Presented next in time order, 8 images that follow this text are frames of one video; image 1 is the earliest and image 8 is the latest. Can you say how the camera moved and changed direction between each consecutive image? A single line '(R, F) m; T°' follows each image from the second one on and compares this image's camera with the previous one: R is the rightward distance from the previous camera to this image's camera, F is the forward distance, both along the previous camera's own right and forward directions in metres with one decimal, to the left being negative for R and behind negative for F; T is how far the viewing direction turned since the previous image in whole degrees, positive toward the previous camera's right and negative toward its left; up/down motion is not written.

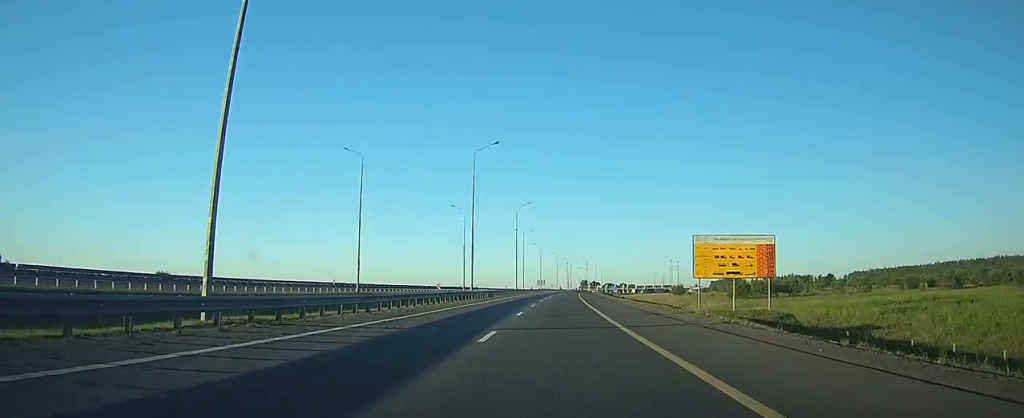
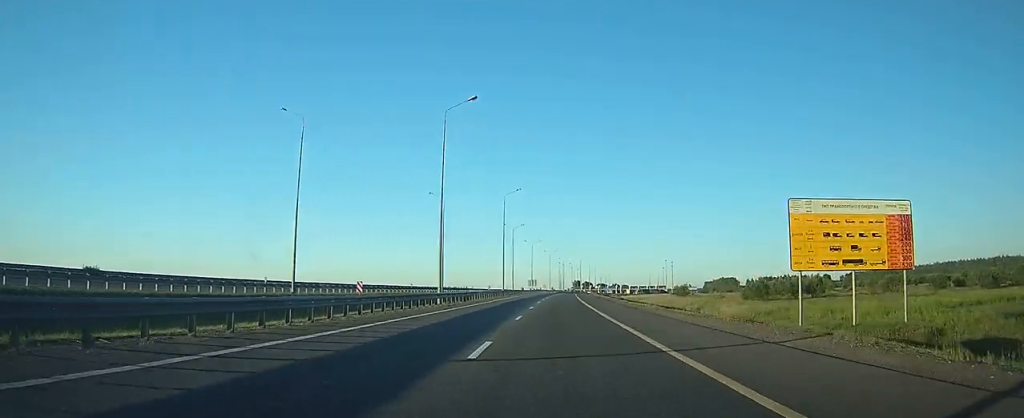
(0.0, +14.7) m; +1°
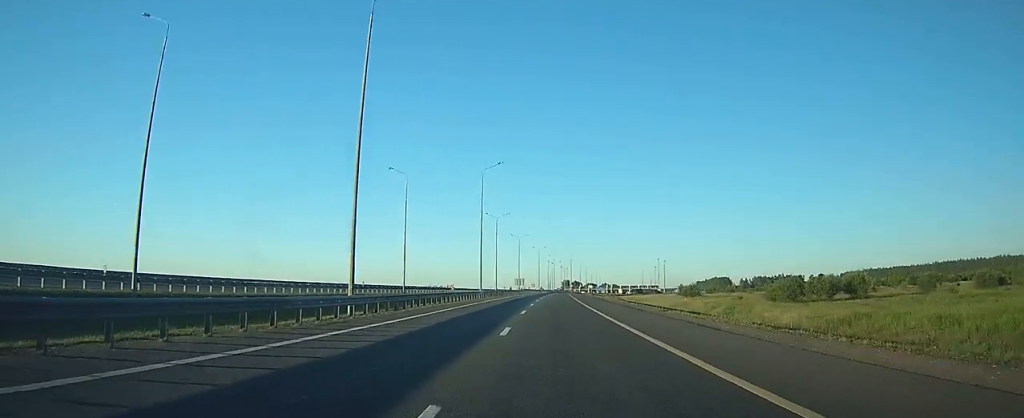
(+0.2, +19.0) m; +1°
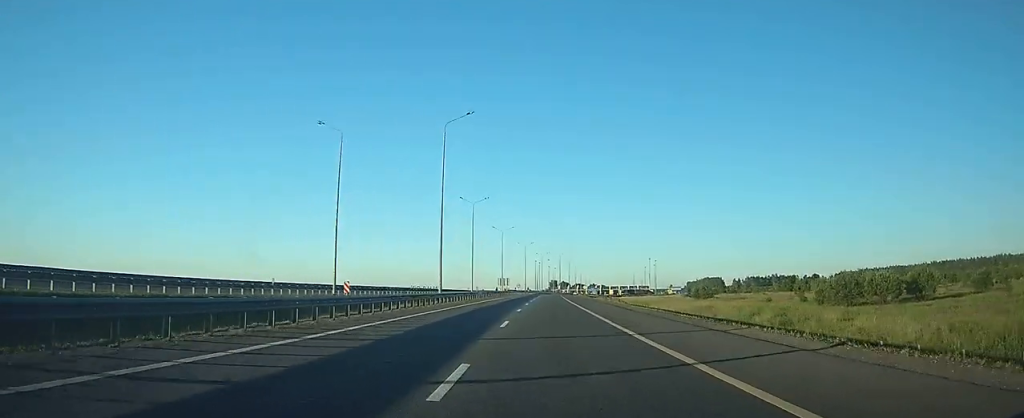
(+0.2, +20.7) m; +1°
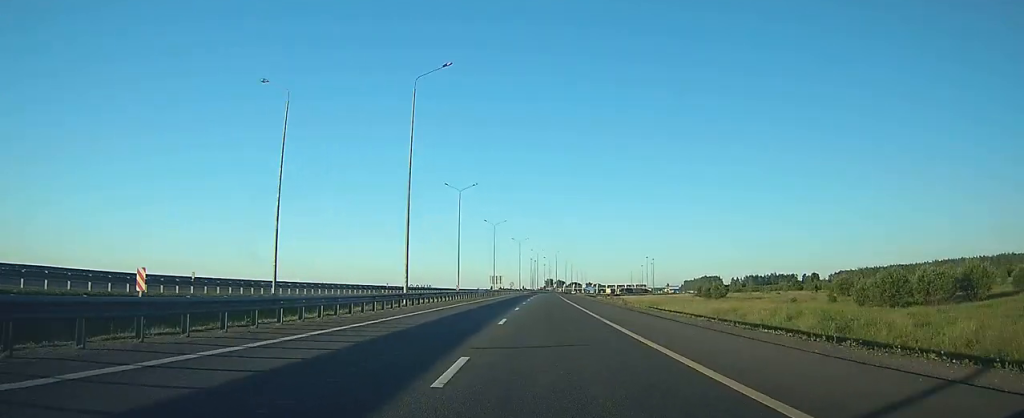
(0.0, +11.2) m; +1°
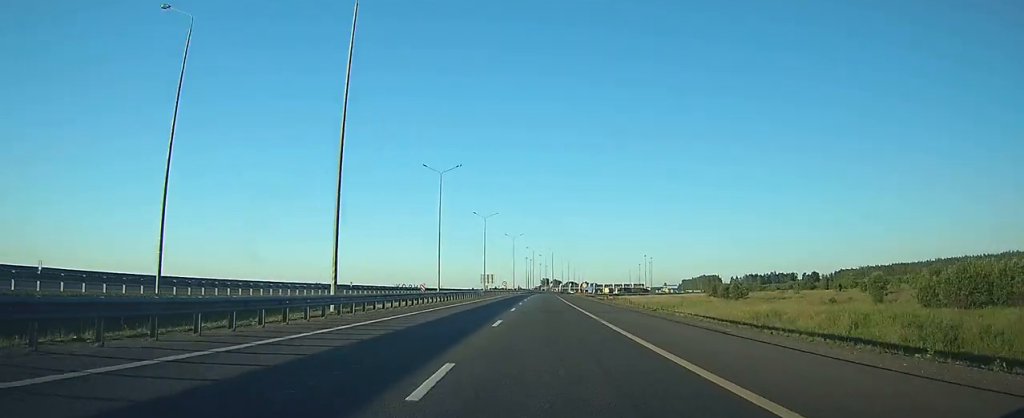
(+0.1, +12.9) m; +1°
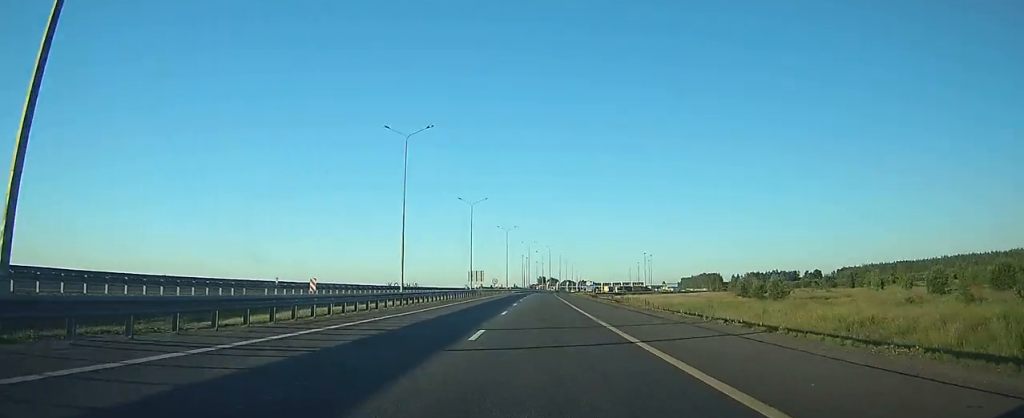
(+0.1, +17.1) m; +1°
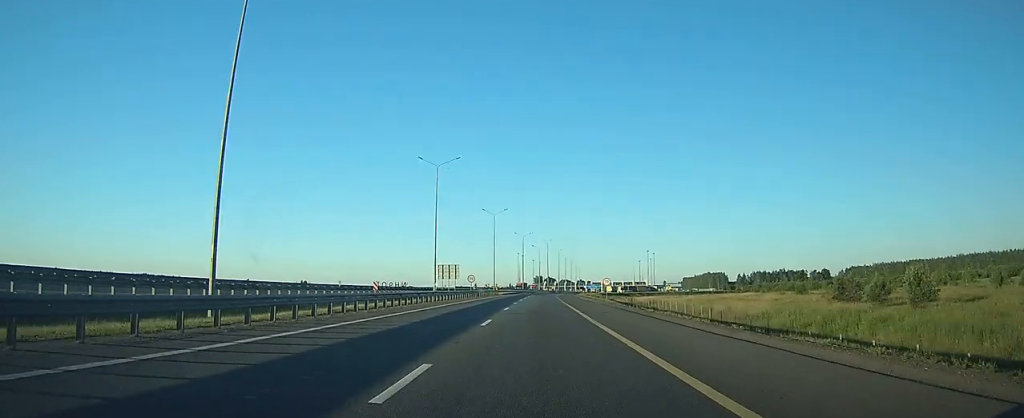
(+0.4, +31.4) m; +1°
